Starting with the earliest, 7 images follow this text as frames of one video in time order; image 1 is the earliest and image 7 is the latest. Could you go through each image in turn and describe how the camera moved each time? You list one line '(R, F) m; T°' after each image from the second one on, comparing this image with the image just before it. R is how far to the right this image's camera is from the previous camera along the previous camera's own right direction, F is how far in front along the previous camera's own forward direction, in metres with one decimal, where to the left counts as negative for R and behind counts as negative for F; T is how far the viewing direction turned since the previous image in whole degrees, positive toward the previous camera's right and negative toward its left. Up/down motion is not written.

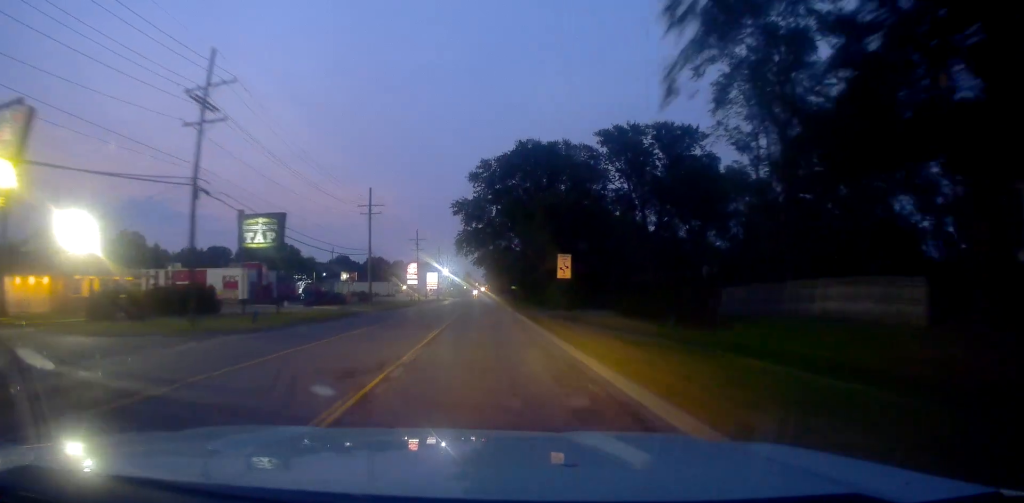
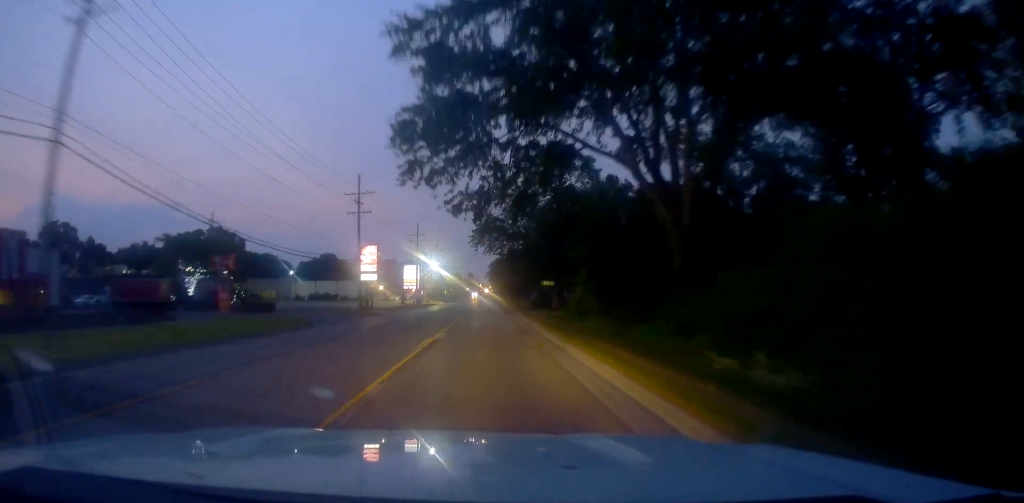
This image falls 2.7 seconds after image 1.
(-1.3, +42.5) m; -2°
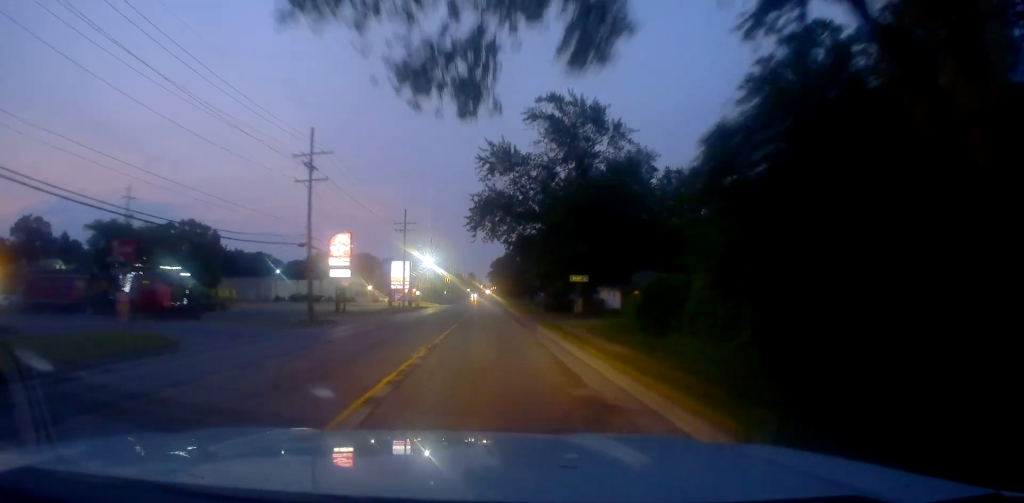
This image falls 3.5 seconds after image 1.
(0.0, +13.1) m; 0°
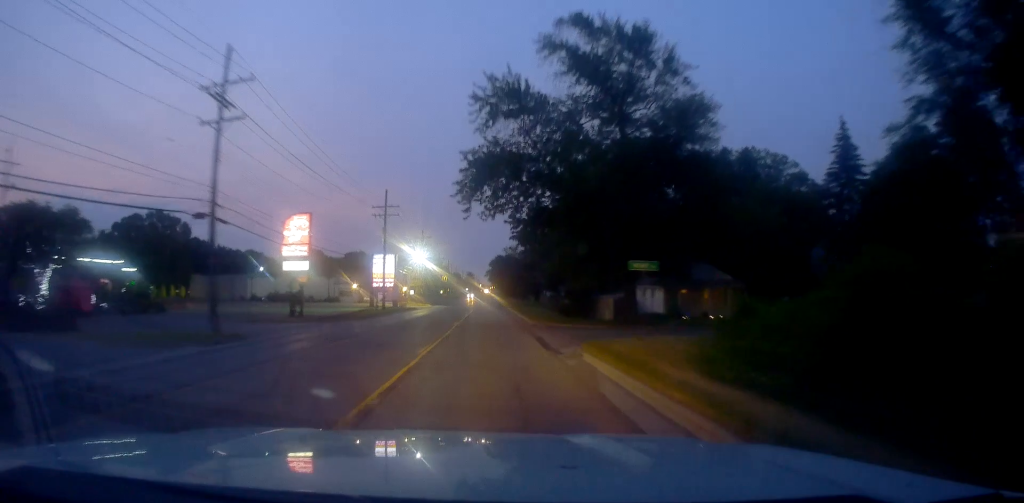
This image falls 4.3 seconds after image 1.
(0.0, +12.4) m; 0°
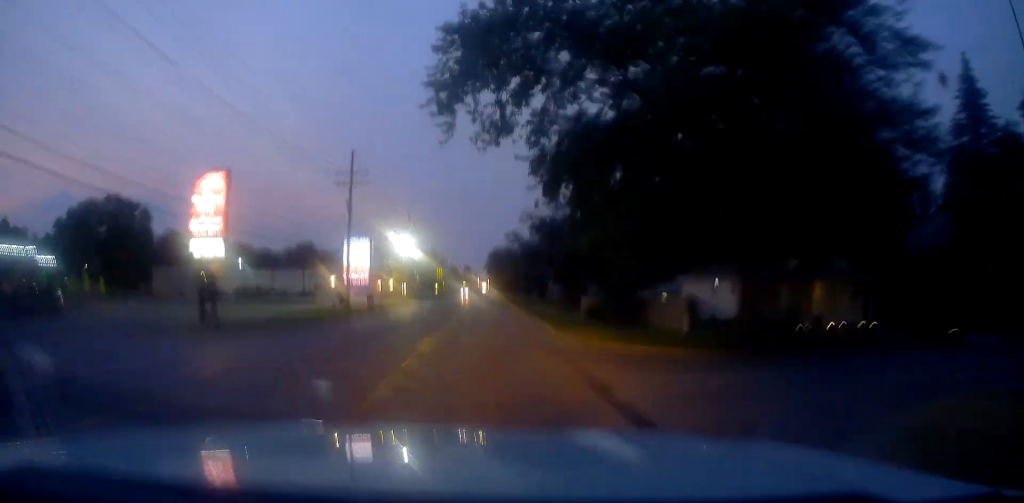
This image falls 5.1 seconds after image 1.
(0.0, +14.3) m; +1°
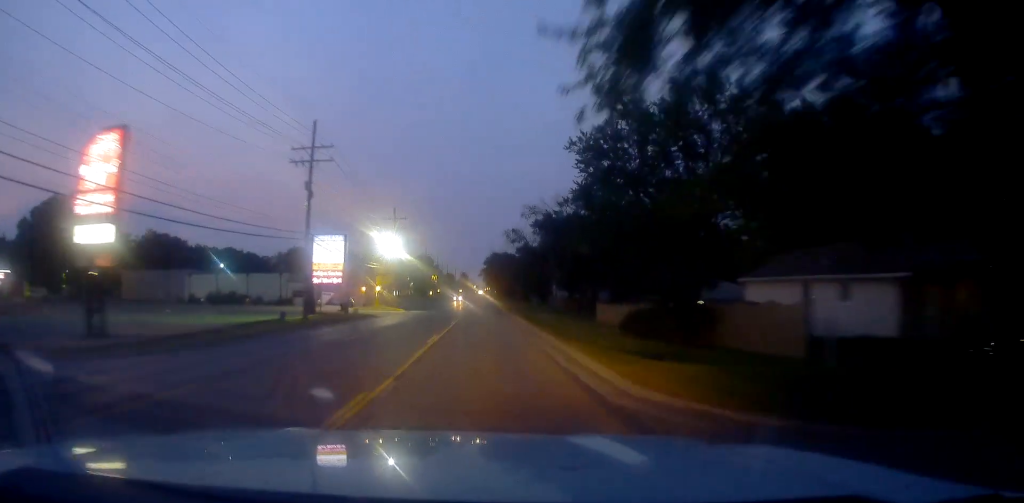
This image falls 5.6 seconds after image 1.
(+0.1, +9.8) m; 0°
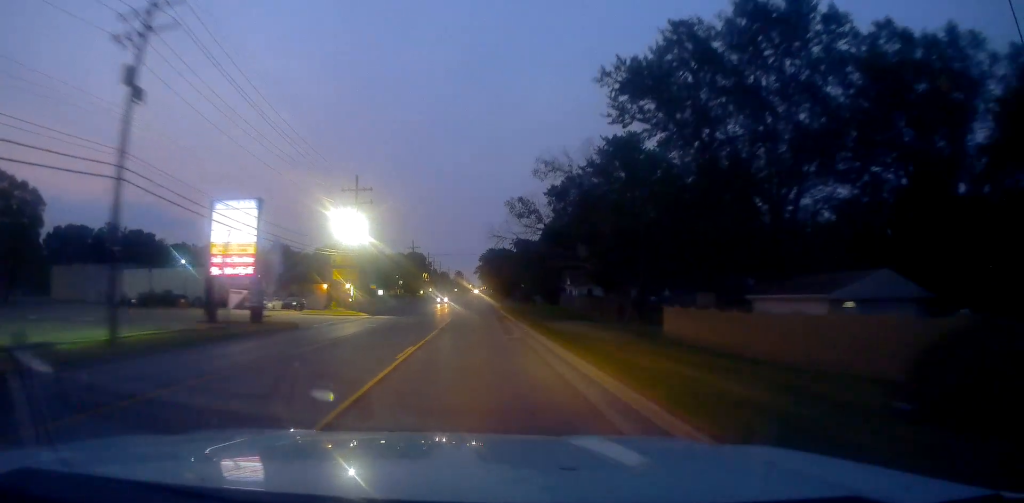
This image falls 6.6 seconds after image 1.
(+0.1, +19.5) m; -1°
